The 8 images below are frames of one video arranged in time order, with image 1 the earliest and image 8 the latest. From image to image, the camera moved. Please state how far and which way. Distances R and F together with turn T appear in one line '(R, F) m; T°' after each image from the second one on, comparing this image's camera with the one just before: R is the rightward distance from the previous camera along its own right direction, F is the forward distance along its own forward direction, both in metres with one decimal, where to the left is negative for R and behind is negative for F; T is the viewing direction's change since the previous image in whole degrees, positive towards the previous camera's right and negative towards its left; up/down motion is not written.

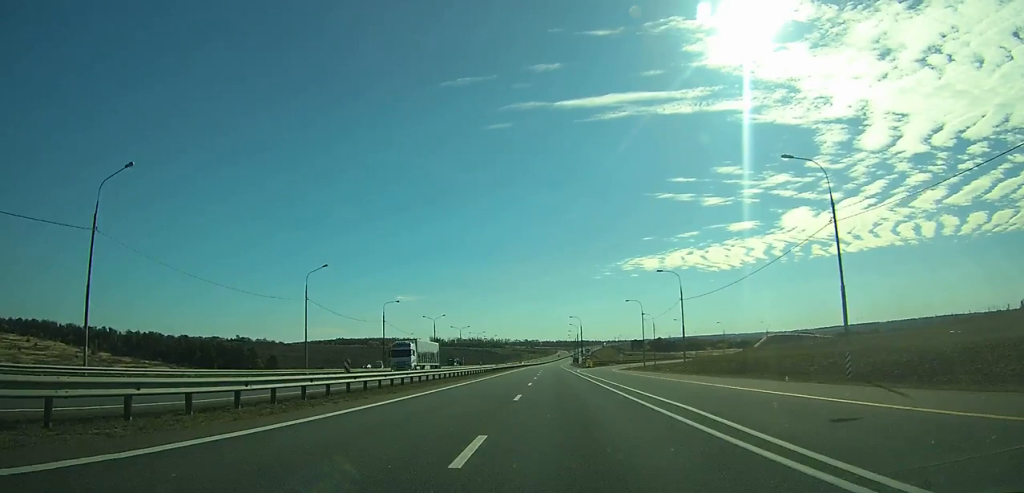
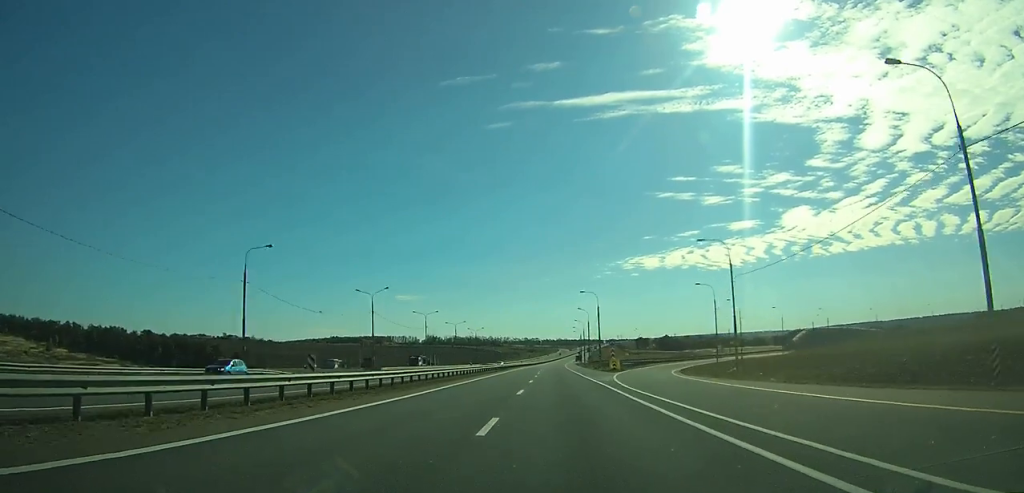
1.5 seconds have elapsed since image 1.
(0.0, +44.9) m; 0°
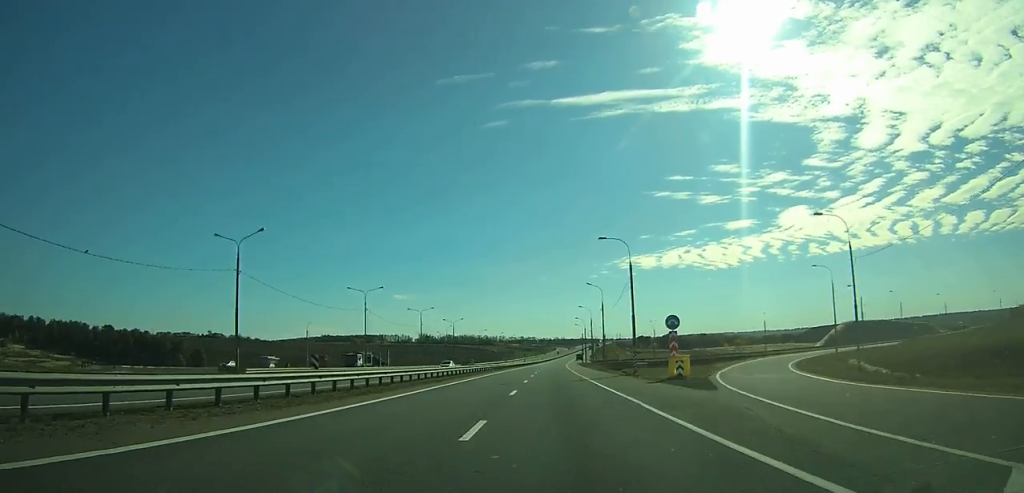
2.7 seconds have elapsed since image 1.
(0.0, +36.6) m; 0°
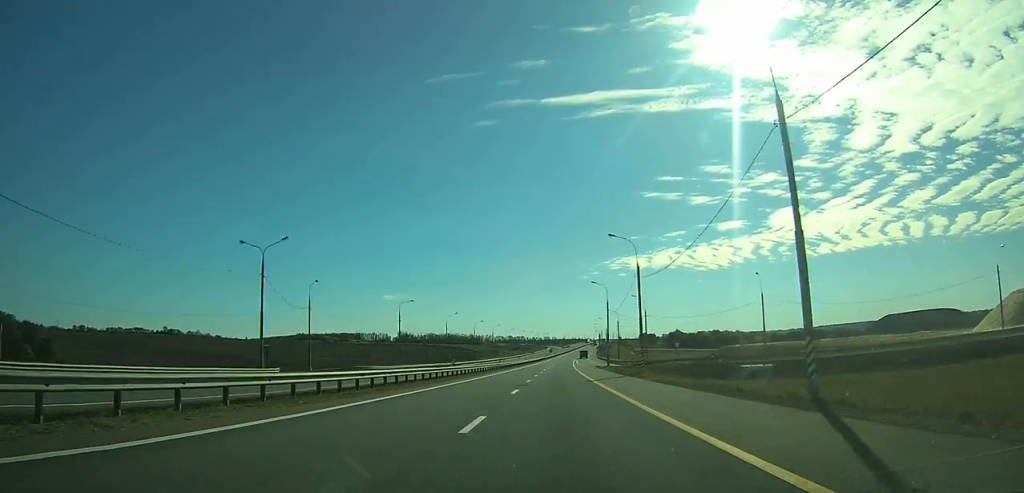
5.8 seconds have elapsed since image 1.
(+0.7, +94.7) m; +1°
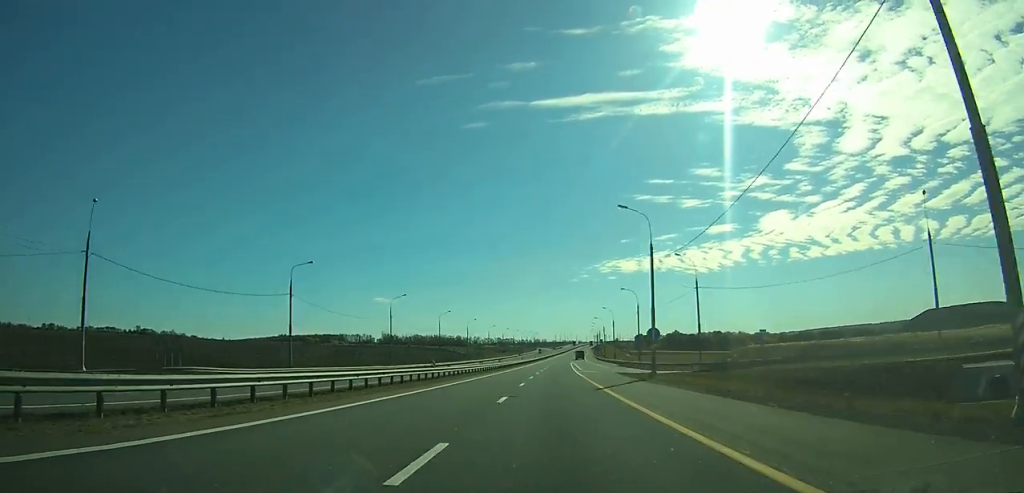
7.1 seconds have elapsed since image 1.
(+0.1, +40.1) m; 0°
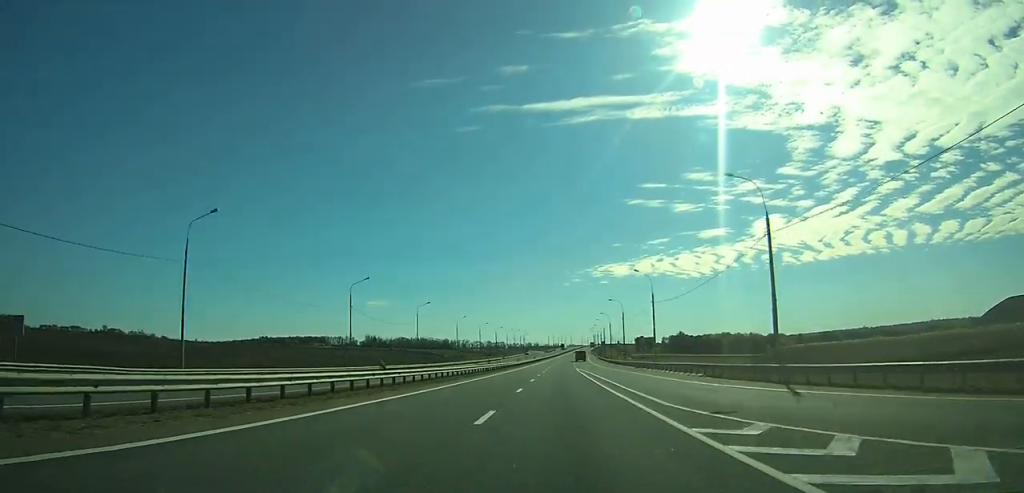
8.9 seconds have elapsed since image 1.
(+0.3, +53.9) m; +1°
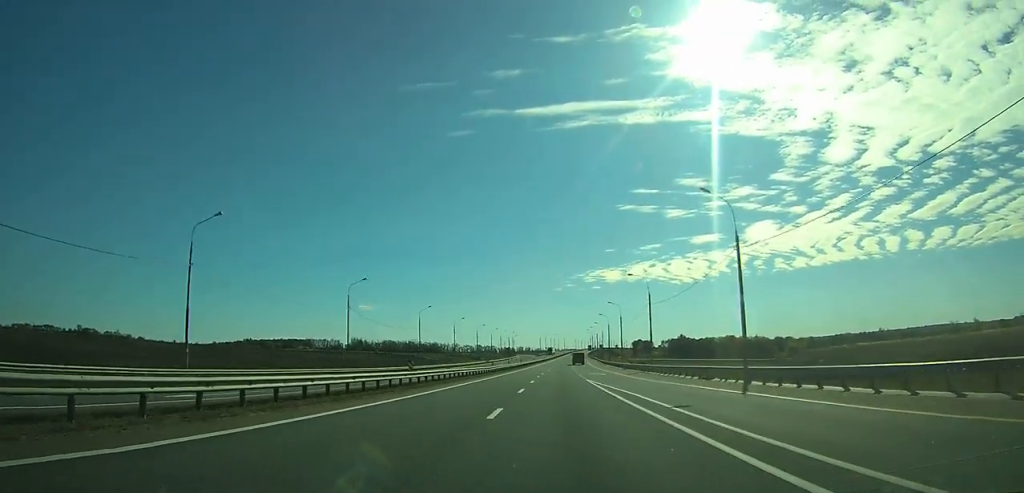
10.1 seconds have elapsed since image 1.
(+0.3, +33.9) m; +1°
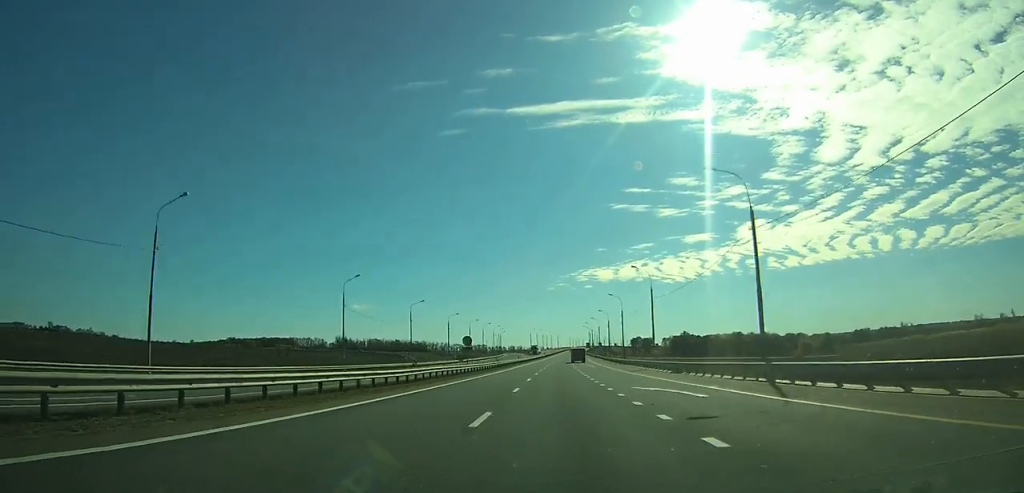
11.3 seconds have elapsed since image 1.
(+0.2, +37.8) m; +1°
